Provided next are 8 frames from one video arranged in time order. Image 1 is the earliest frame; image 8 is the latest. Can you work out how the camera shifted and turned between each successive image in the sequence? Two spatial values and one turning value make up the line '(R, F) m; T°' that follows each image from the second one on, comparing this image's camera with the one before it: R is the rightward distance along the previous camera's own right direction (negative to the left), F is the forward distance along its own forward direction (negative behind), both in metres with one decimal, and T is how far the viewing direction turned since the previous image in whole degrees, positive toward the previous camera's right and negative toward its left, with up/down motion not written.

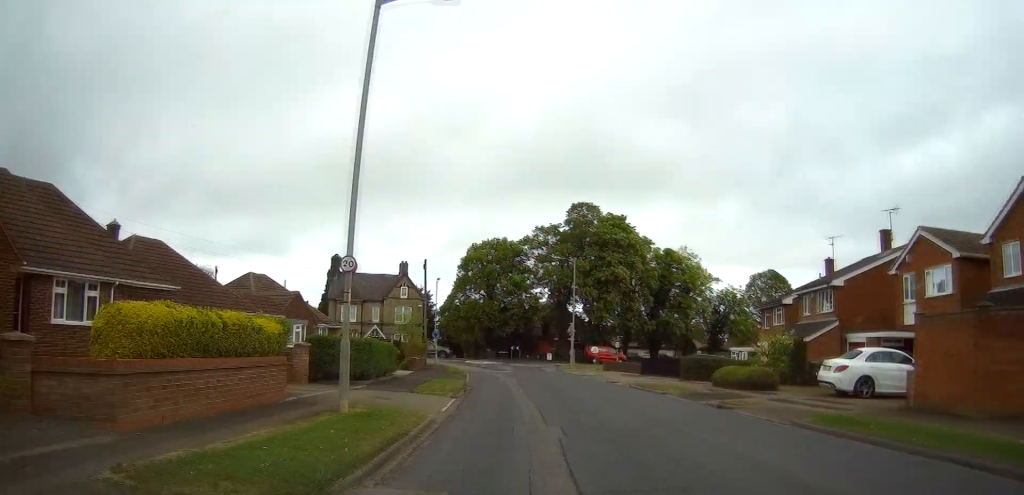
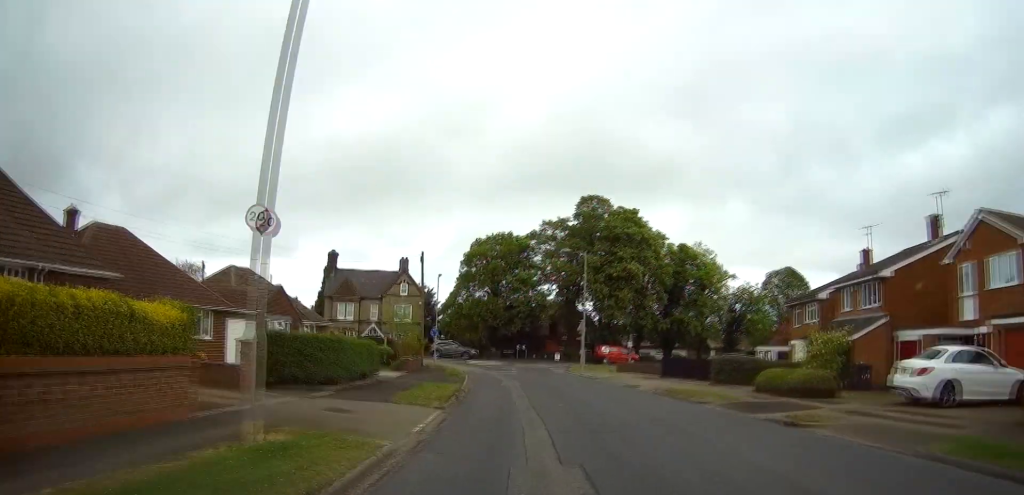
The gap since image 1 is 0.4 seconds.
(-0.1, +4.2) m; -1°
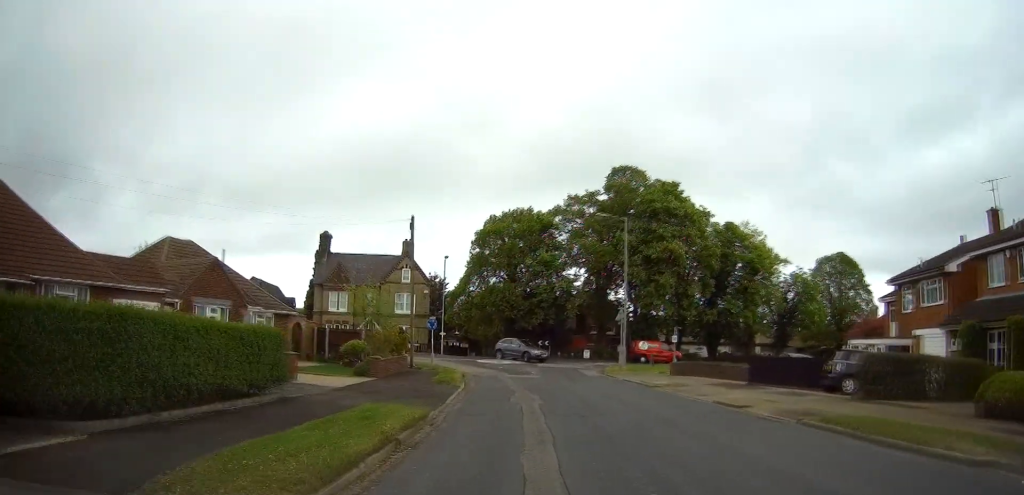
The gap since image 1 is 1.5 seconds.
(-0.1, +11.3) m; -2°
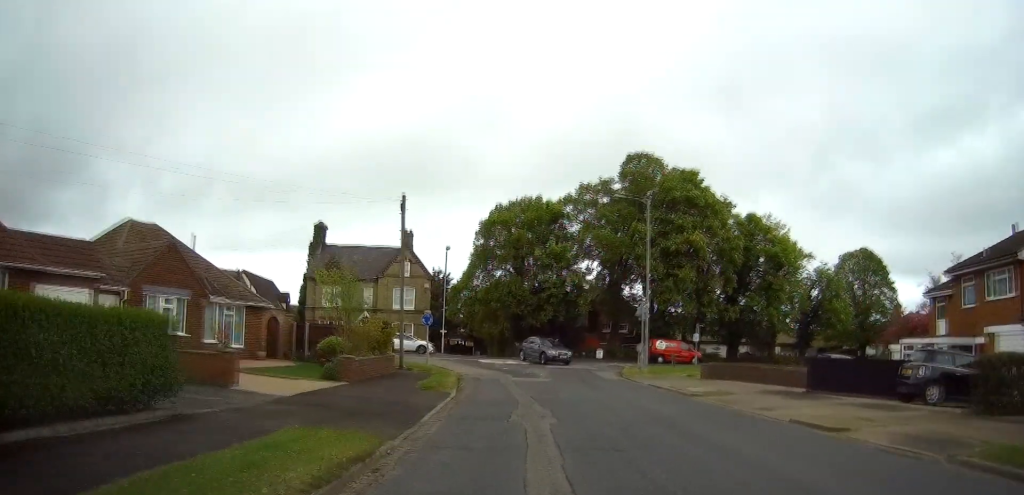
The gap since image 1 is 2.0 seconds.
(0.0, +4.7) m; -1°
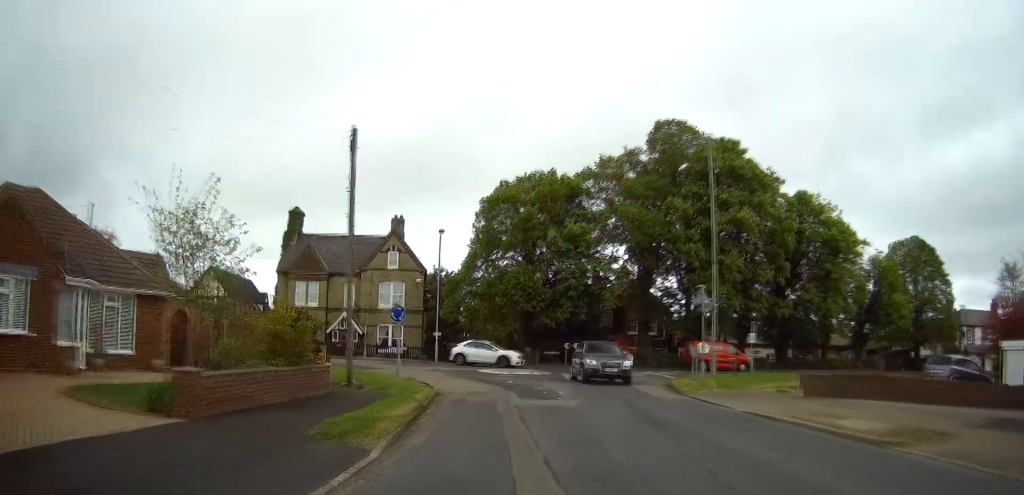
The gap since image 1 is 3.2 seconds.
(-0.3, +10.2) m; -2°
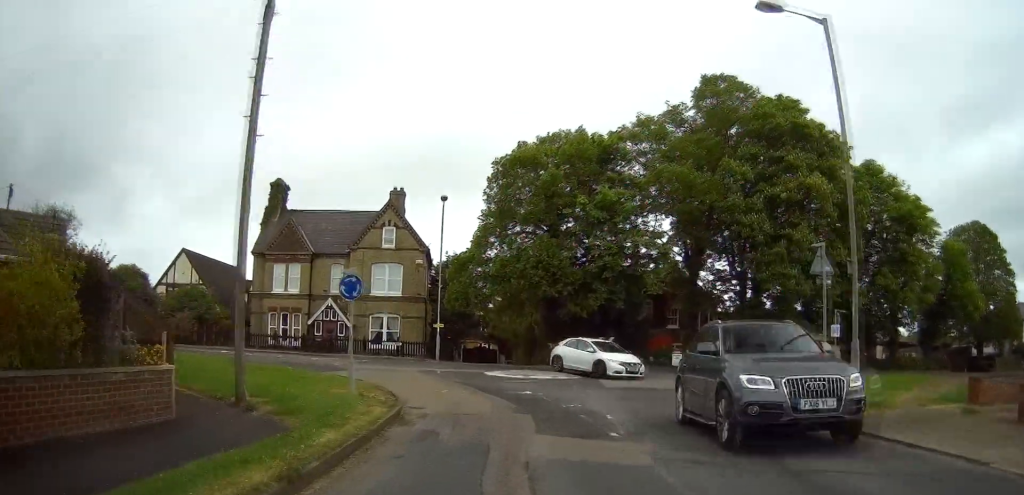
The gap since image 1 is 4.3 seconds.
(0.0, +8.9) m; 0°
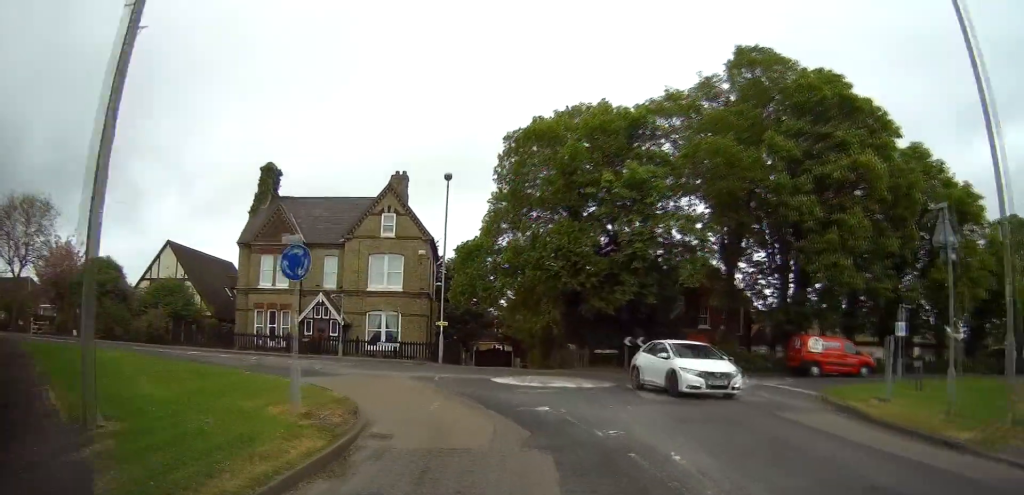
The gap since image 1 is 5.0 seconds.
(0.0, +4.9) m; -1°
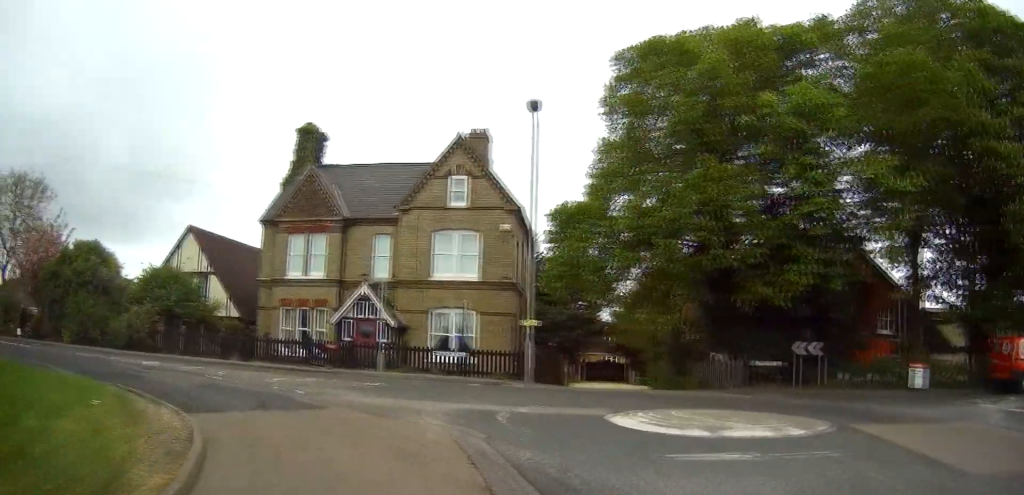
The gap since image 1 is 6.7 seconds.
(-0.4, +11.0) m; -11°
